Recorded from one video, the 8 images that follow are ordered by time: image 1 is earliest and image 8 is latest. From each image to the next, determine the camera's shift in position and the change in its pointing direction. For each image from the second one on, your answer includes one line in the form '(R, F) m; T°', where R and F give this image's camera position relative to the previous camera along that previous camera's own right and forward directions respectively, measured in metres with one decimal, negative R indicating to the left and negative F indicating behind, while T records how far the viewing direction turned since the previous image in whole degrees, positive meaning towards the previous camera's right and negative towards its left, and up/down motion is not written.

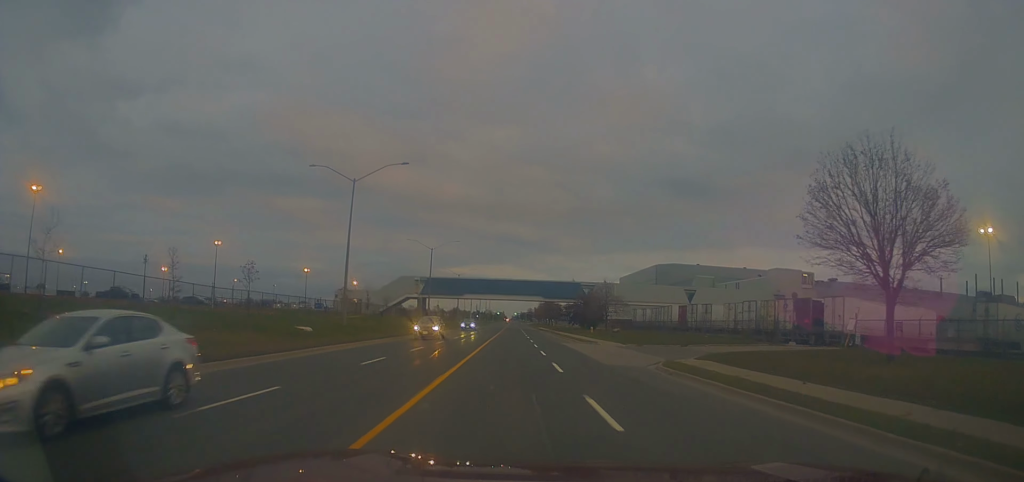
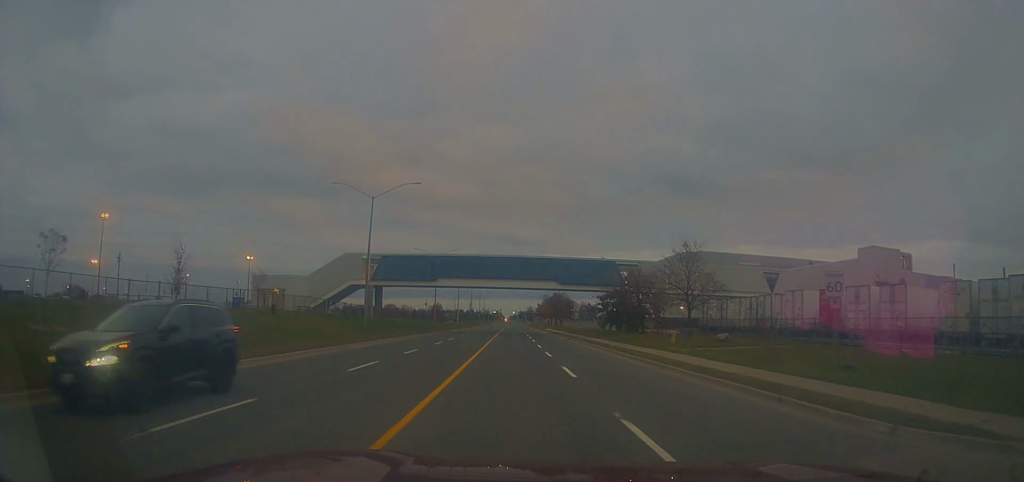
(+0.4, +37.7) m; 0°
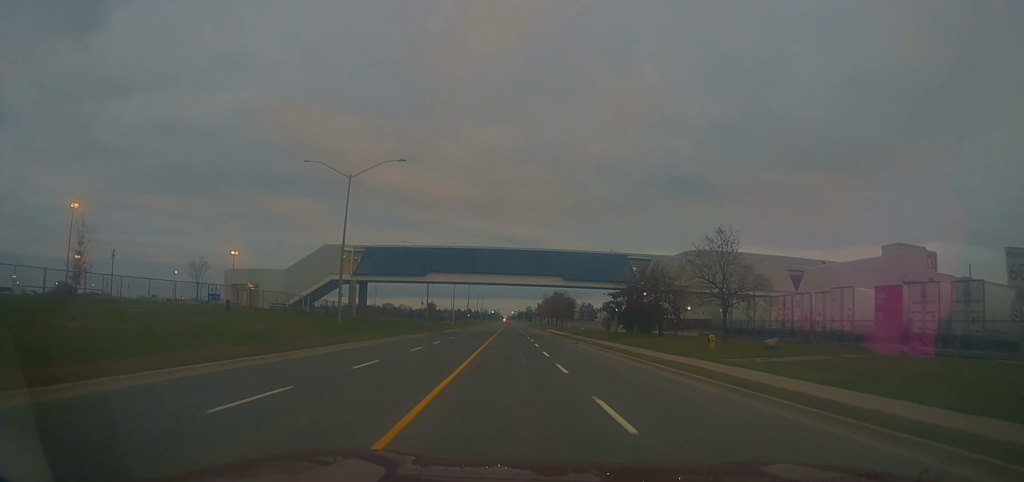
(-0.2, +7.6) m; 0°
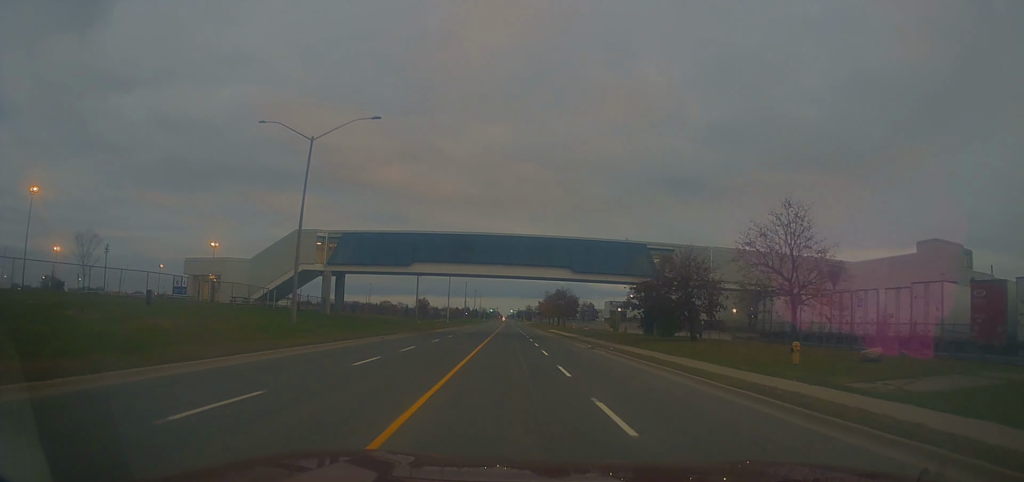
(-0.2, +9.3) m; 0°
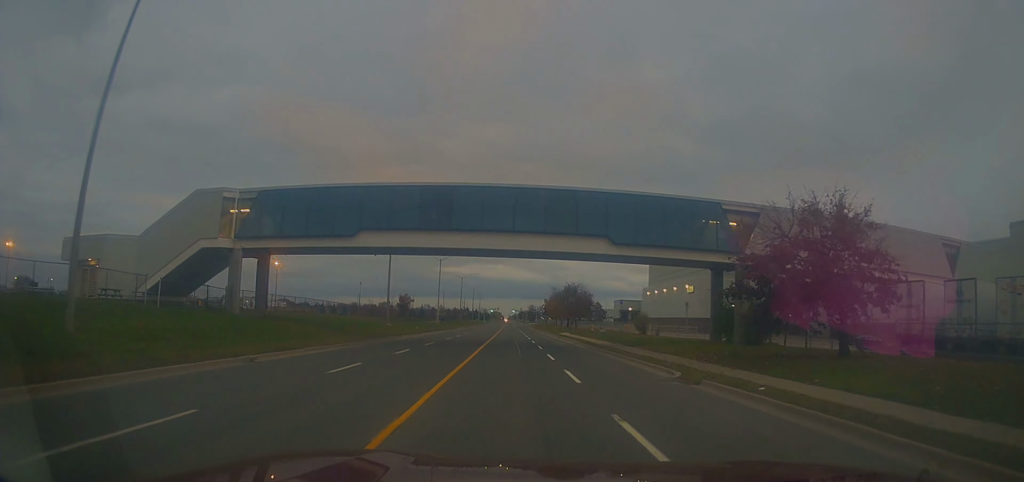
(+0.3, +19.8) m; 0°
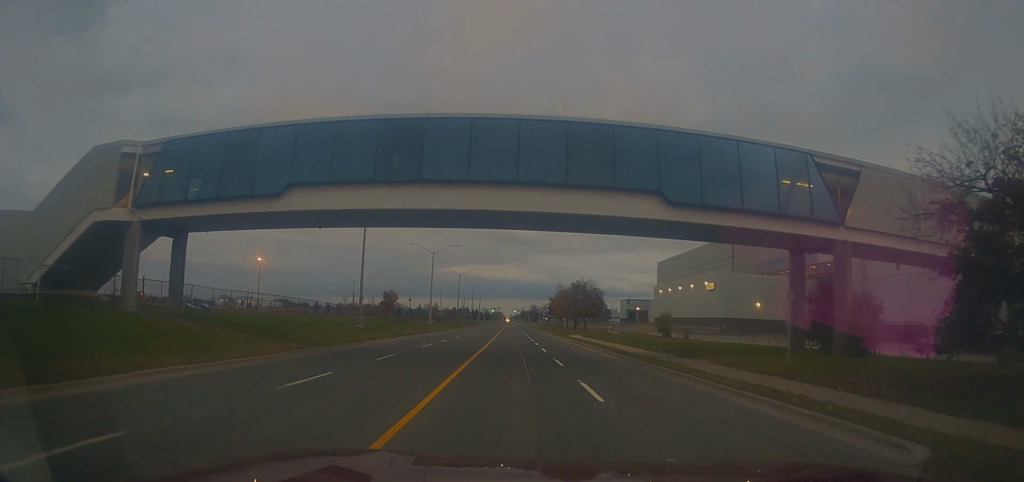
(-0.3, +11.7) m; +1°
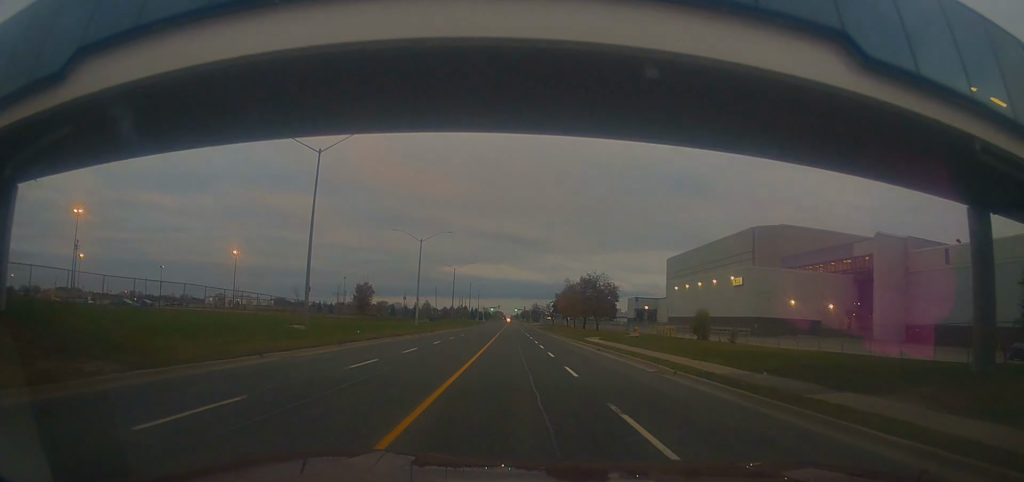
(+0.4, +13.5) m; +1°
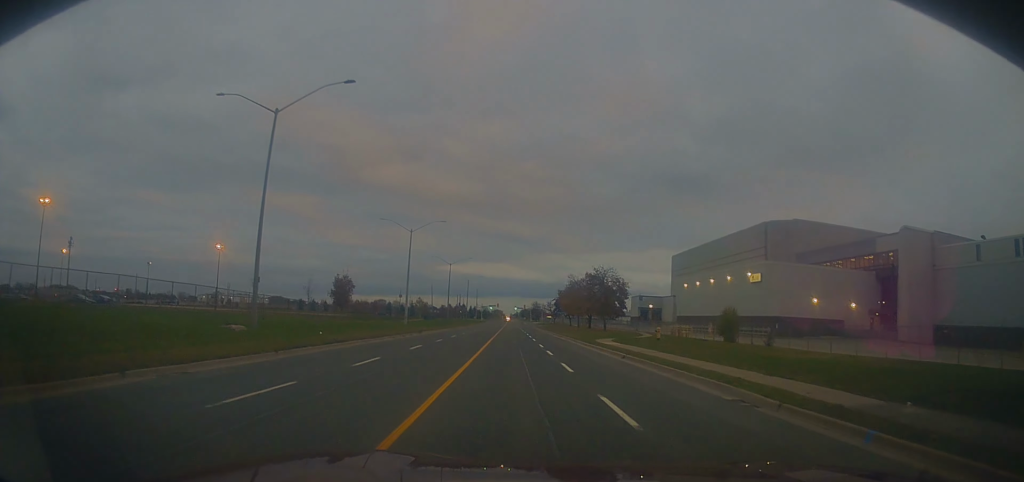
(+0.3, +7.7) m; 0°
